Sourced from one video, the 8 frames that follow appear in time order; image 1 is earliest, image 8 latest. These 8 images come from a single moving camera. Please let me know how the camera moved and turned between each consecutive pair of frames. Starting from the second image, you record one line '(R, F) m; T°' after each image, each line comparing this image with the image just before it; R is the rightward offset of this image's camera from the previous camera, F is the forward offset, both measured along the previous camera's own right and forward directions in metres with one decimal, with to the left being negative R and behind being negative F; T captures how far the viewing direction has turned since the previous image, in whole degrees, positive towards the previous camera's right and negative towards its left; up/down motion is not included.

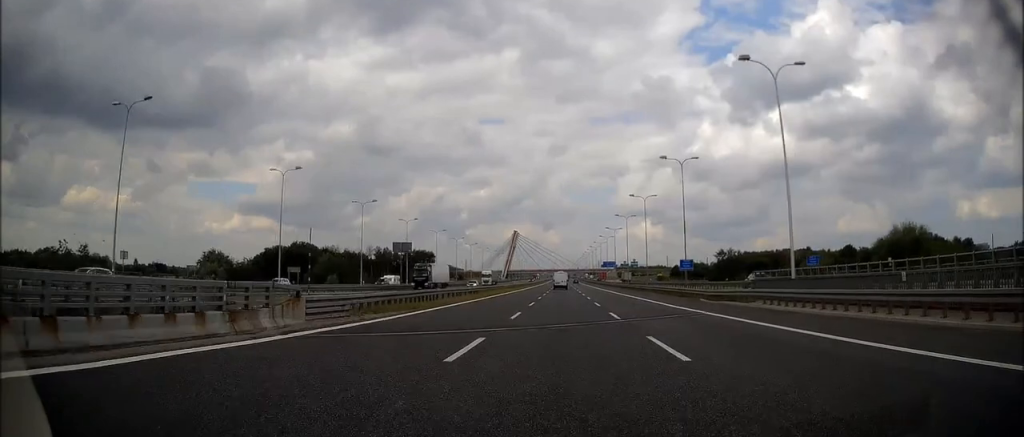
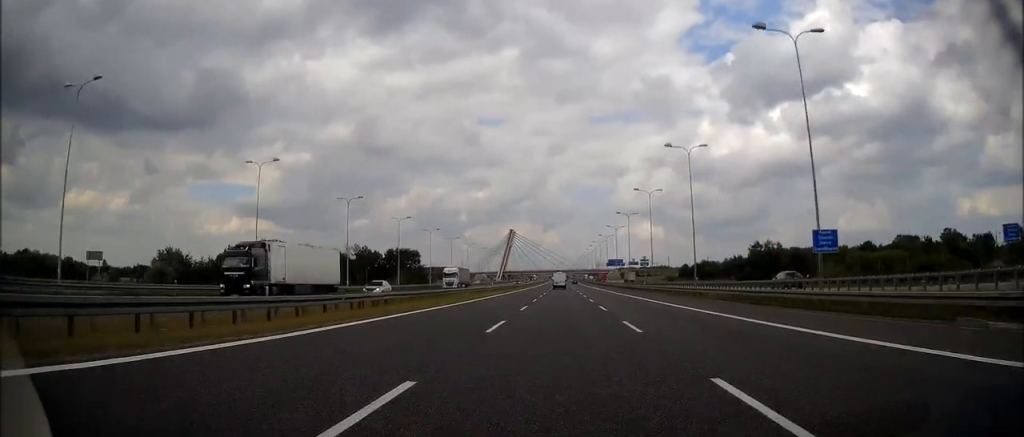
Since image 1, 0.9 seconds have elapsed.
(+0.3, +30.2) m; 0°
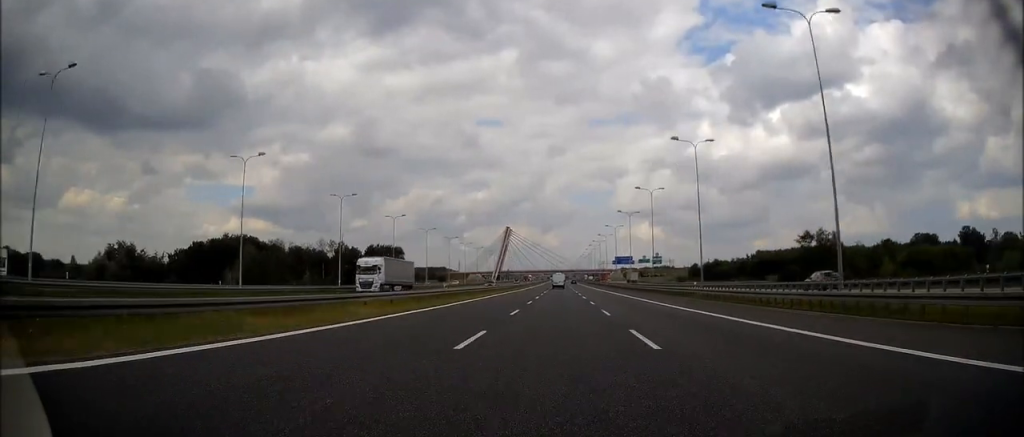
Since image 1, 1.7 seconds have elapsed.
(-0.1, +27.7) m; -1°
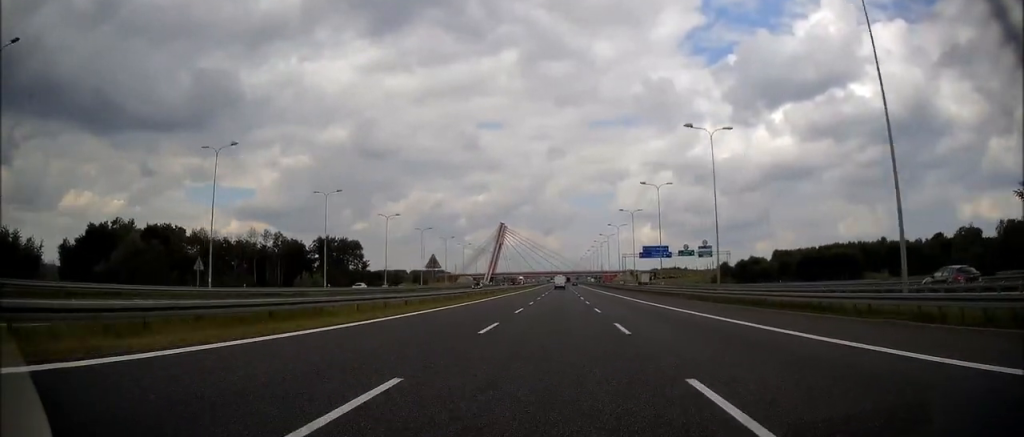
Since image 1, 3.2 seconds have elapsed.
(-0.2, +54.1) m; 0°
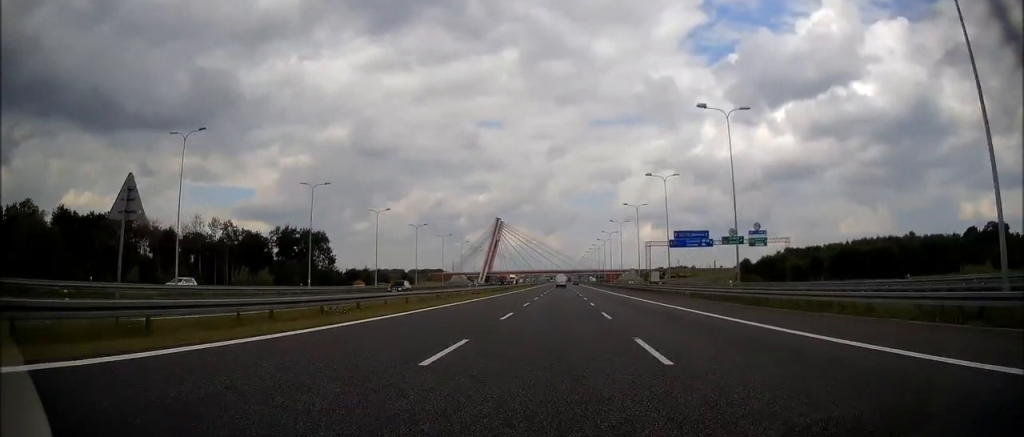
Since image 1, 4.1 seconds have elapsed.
(+0.3, +30.0) m; 0°
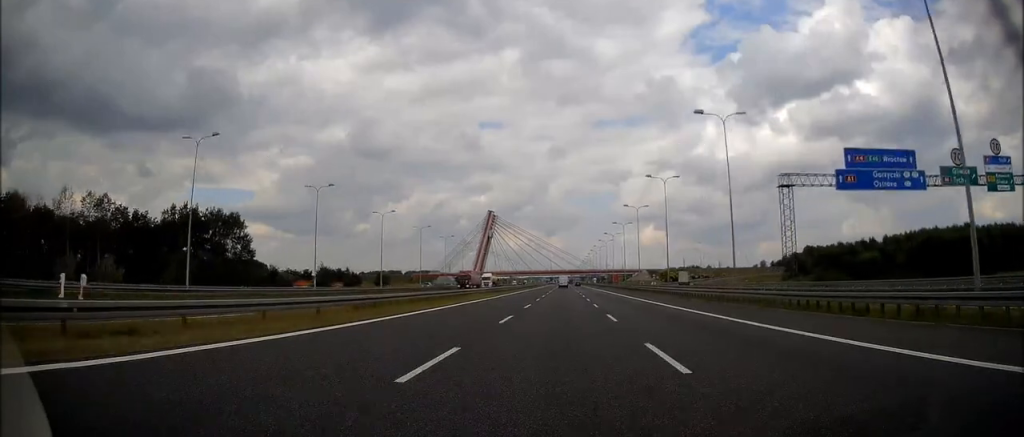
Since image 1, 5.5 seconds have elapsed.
(-0.4, +48.7) m; 0°
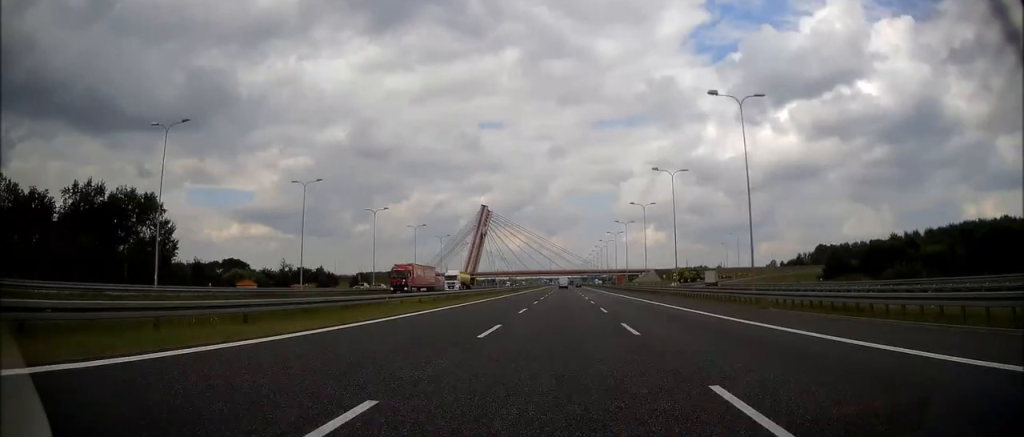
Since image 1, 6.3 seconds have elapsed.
(+0.1, +29.2) m; 0°
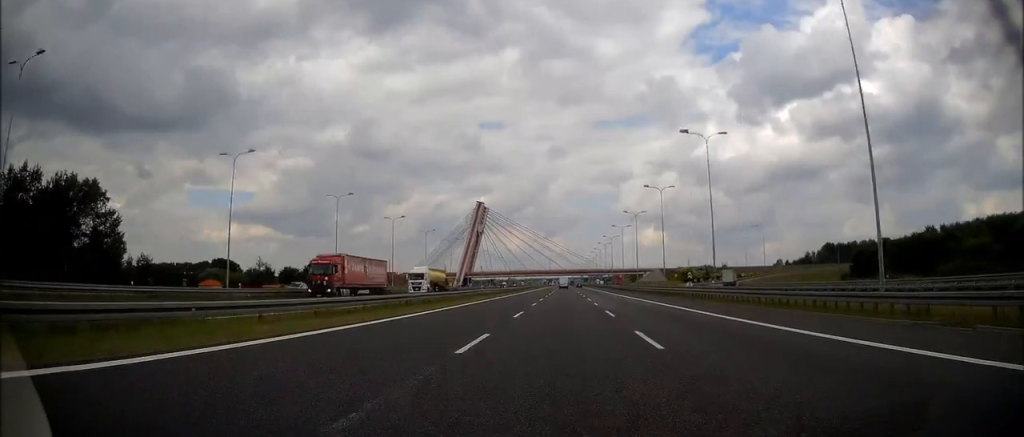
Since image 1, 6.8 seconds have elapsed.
(+0.2, +15.2) m; 0°
